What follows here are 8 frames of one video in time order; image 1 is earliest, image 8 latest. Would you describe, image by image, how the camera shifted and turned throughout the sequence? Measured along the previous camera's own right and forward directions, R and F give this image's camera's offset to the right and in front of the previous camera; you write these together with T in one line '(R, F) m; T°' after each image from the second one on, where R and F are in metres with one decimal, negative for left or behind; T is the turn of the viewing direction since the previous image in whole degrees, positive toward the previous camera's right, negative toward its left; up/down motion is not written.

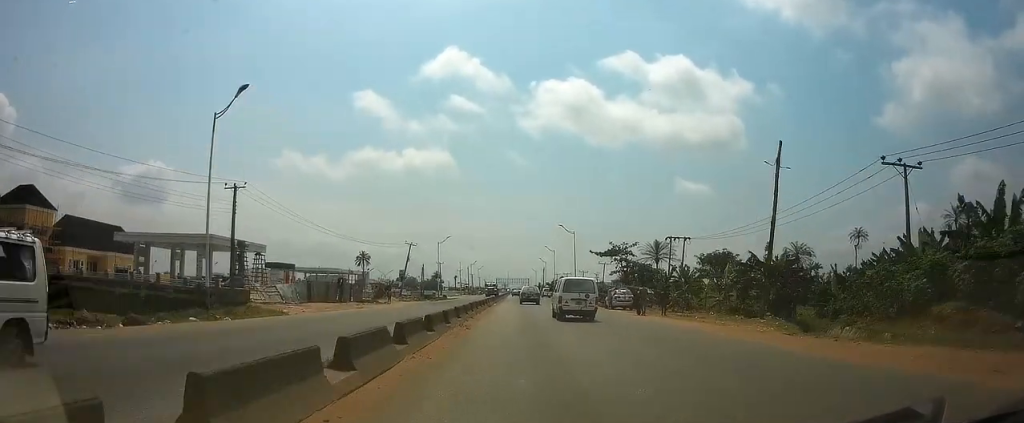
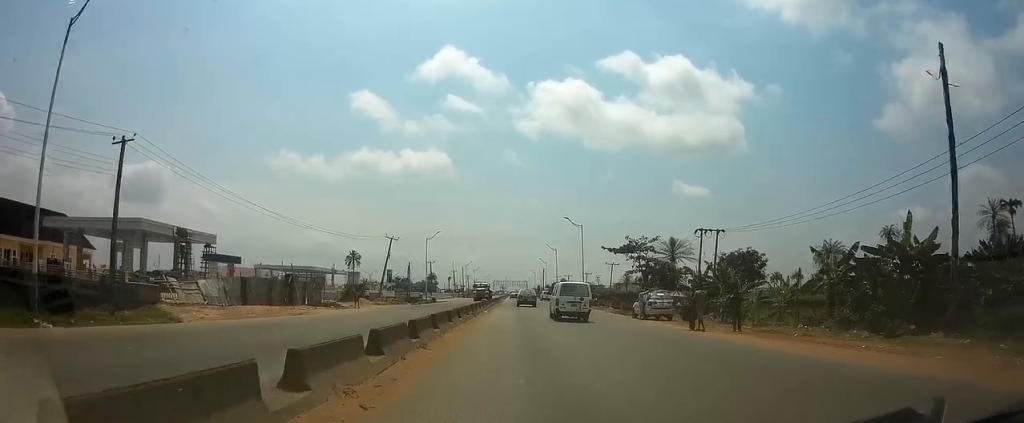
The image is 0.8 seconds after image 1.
(0.0, +12.4) m; 0°
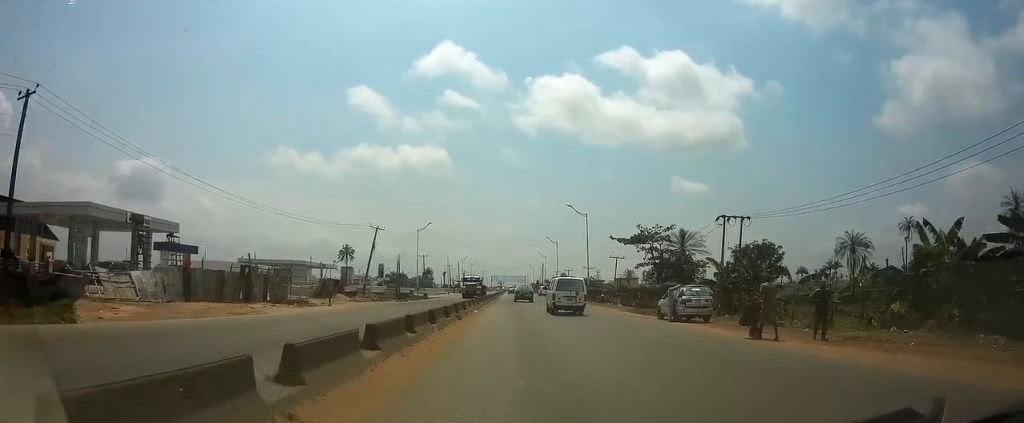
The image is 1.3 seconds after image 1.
(0.0, +6.8) m; 0°
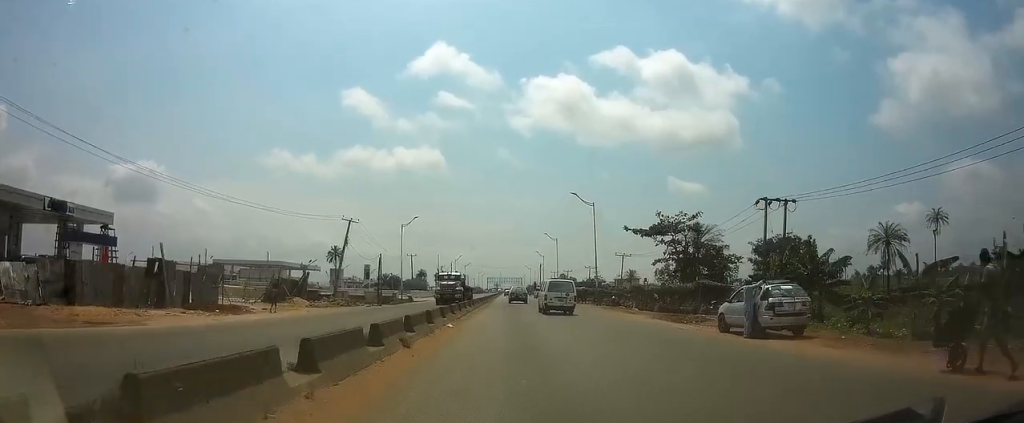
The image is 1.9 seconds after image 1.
(0.0, +9.9) m; 0°
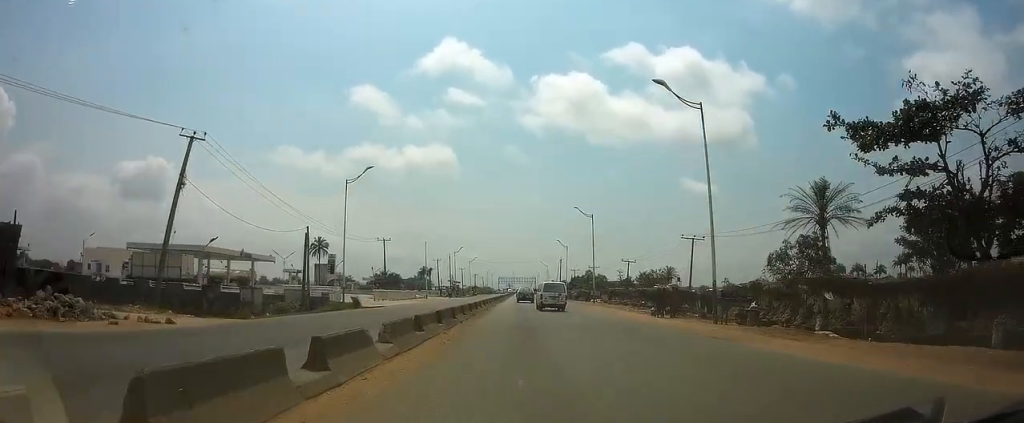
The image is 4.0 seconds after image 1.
(-0.2, +32.4) m; -1°
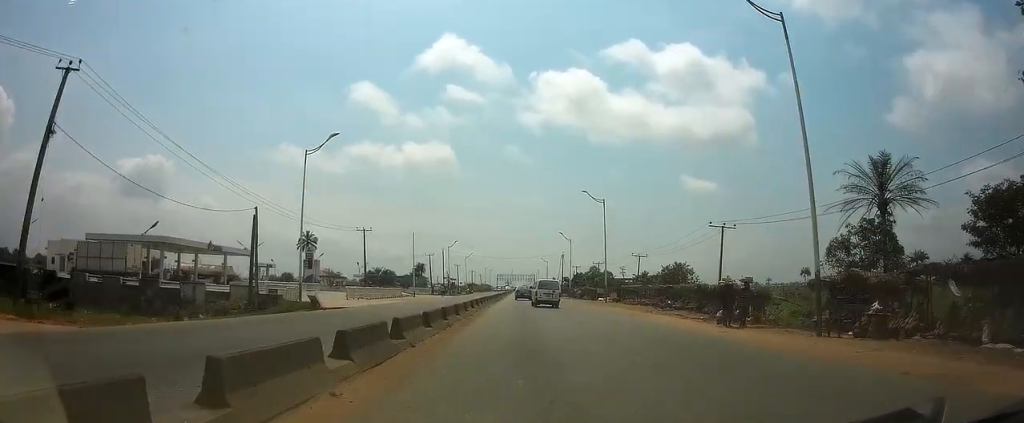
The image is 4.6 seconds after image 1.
(-0.1, +9.8) m; 0°
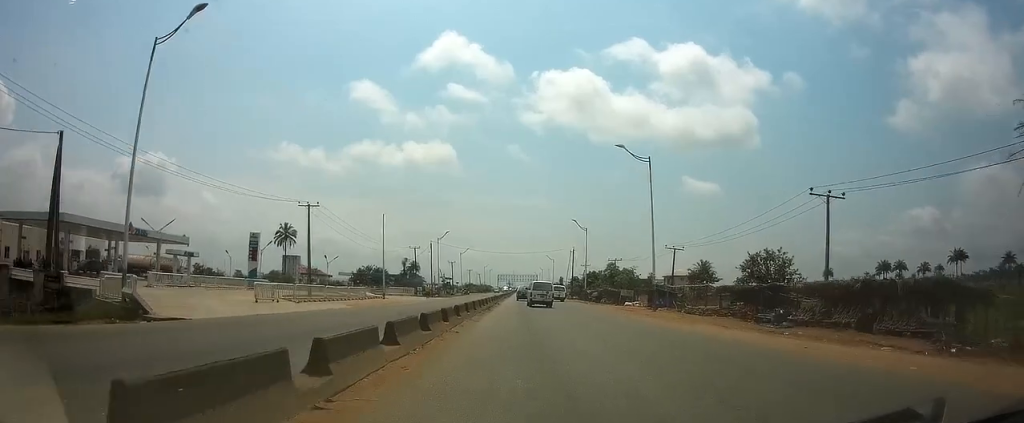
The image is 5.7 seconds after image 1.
(0.0, +19.4) m; 0°
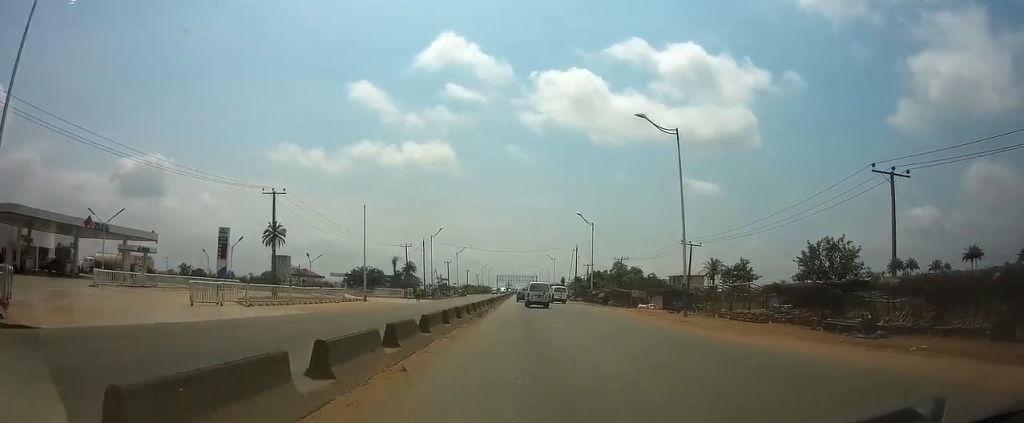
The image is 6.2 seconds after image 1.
(0.0, +7.5) m; 0°
